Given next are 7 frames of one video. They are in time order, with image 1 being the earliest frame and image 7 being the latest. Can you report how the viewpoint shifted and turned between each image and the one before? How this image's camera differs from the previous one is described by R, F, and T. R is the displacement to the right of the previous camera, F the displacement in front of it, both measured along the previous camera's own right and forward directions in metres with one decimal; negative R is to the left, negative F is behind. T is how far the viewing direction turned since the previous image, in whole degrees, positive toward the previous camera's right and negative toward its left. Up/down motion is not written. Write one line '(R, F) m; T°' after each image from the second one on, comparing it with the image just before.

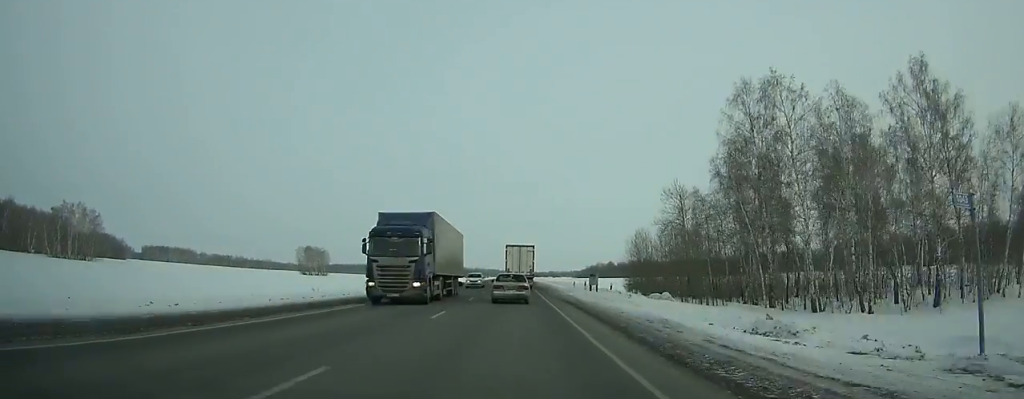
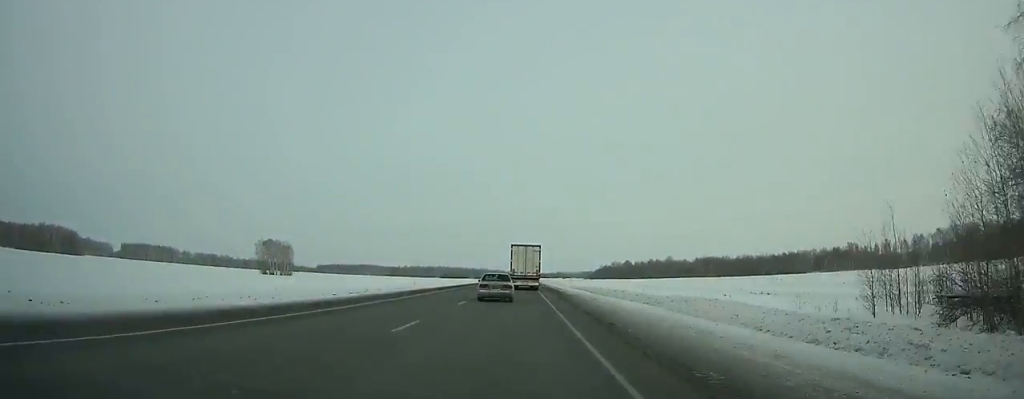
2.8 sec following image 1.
(-0.1, +65.5) m; 0°
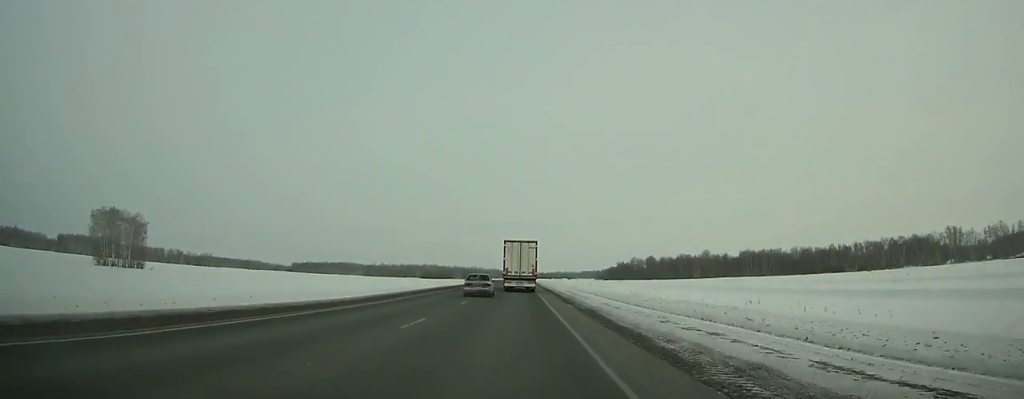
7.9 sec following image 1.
(0.0, +121.3) m; 0°
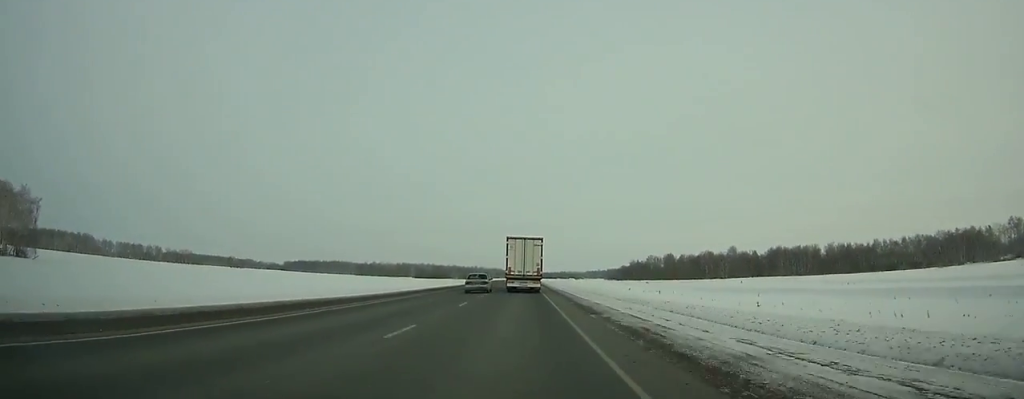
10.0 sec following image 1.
(+0.1, +50.9) m; 0°
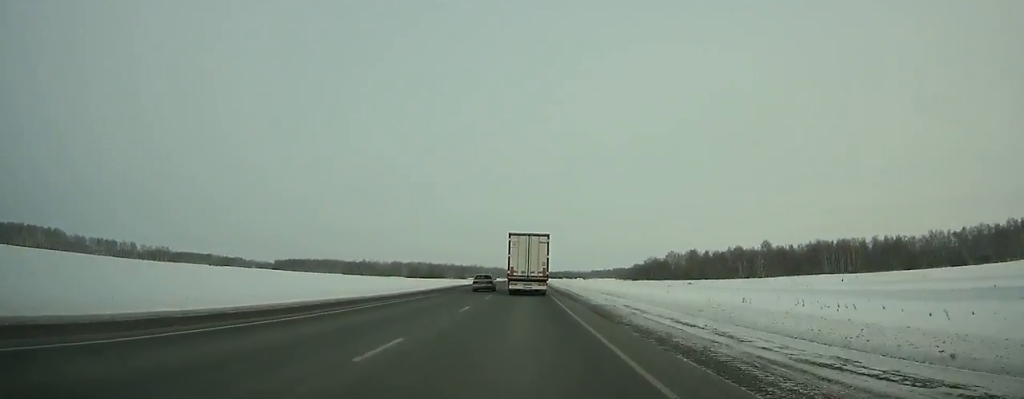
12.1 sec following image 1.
(-0.2, +51.1) m; 0°
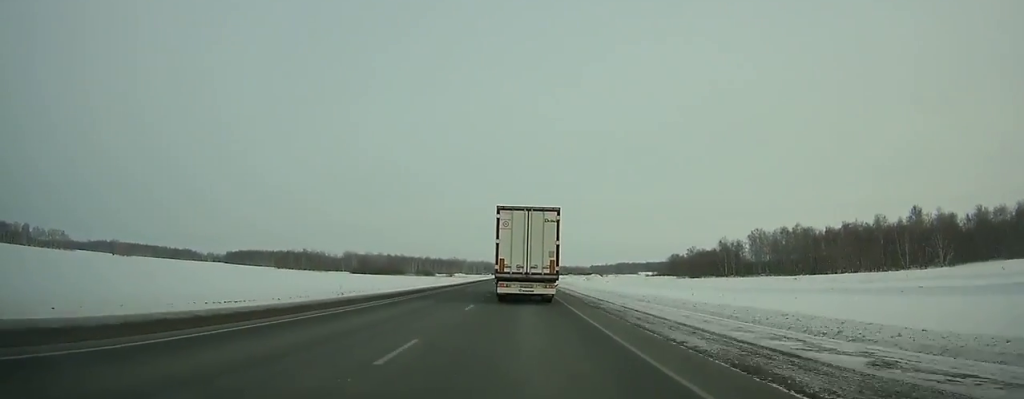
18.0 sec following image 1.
(+0.5, +141.7) m; 0°
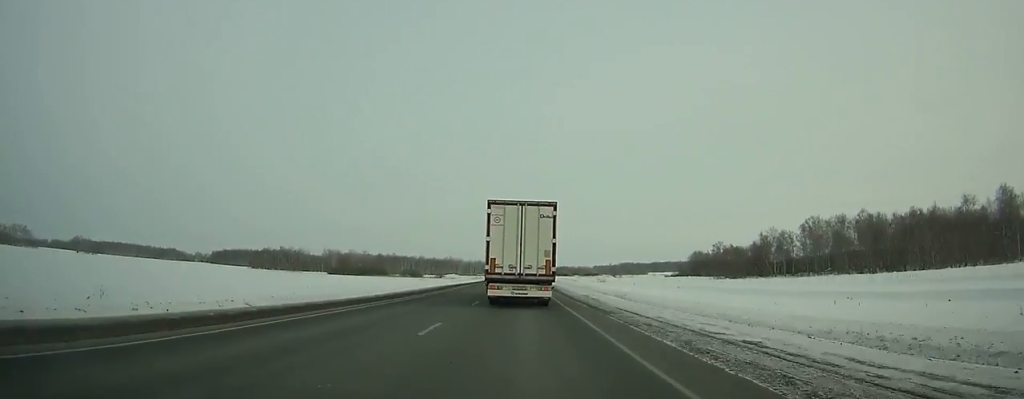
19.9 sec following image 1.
(-0.1, +44.4) m; 0°
